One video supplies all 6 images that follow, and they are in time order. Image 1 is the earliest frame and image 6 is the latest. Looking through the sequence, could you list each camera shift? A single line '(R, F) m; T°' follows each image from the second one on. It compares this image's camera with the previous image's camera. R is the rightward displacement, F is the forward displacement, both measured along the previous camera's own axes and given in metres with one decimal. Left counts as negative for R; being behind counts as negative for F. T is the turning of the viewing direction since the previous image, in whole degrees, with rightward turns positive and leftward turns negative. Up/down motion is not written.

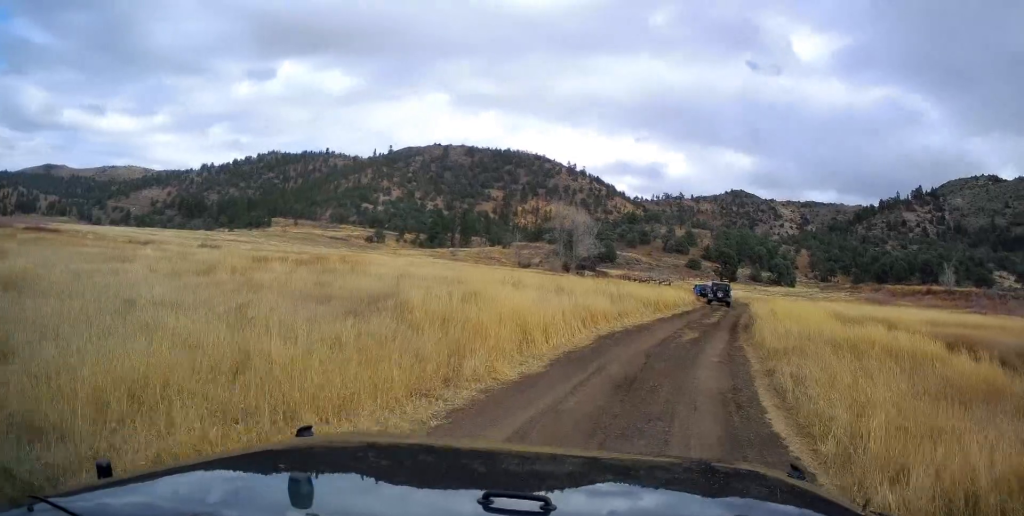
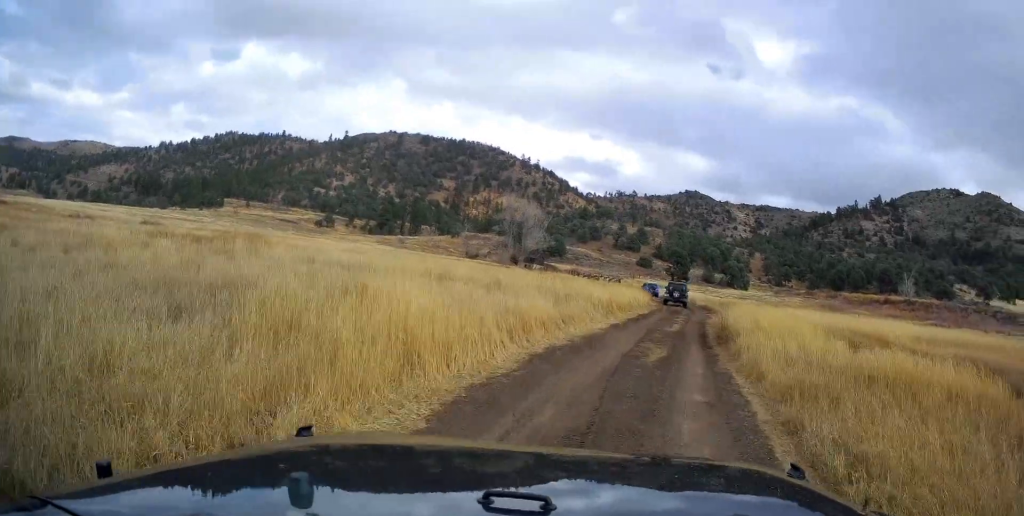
(+0.6, +4.0) m; +3°
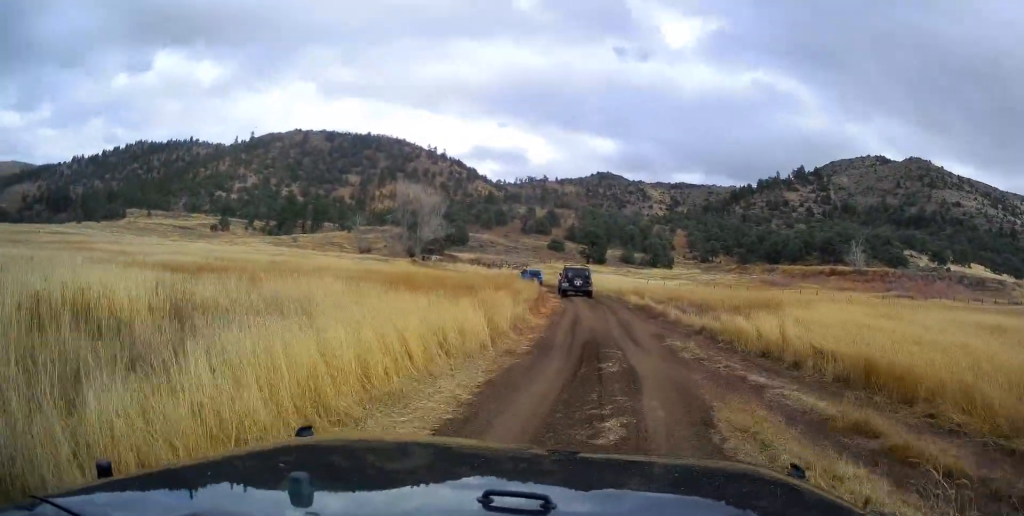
(+2.3, +21.3) m; +7°
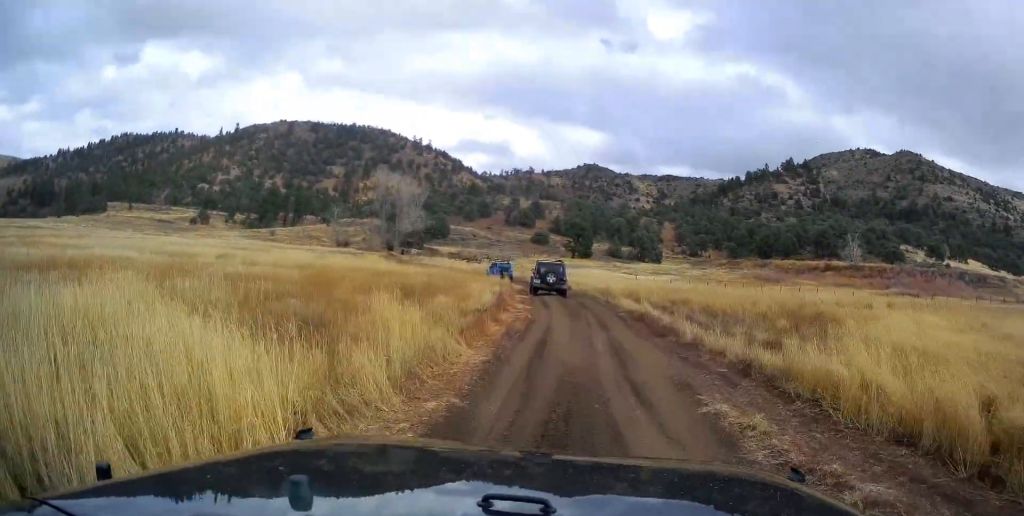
(-0.4, +7.1) m; -2°
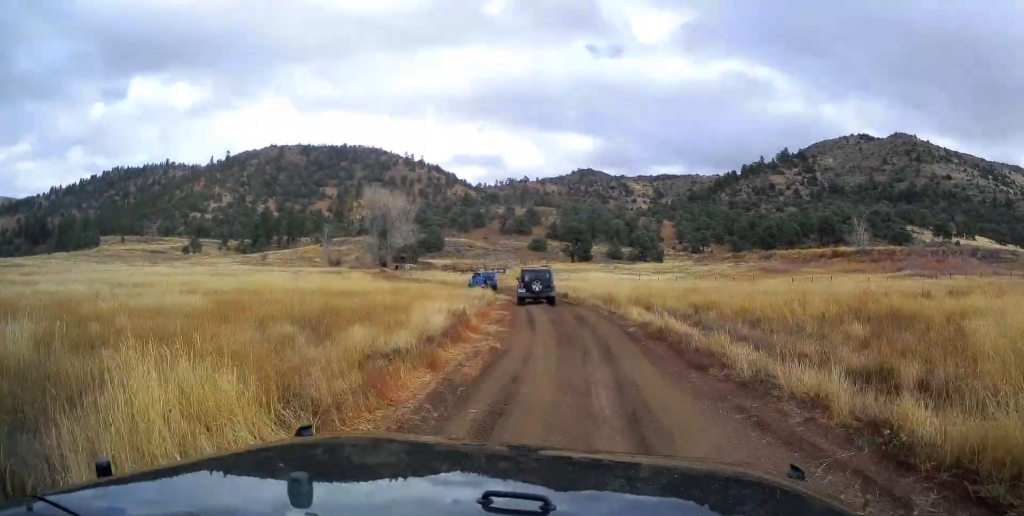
(-0.4, +6.0) m; -2°
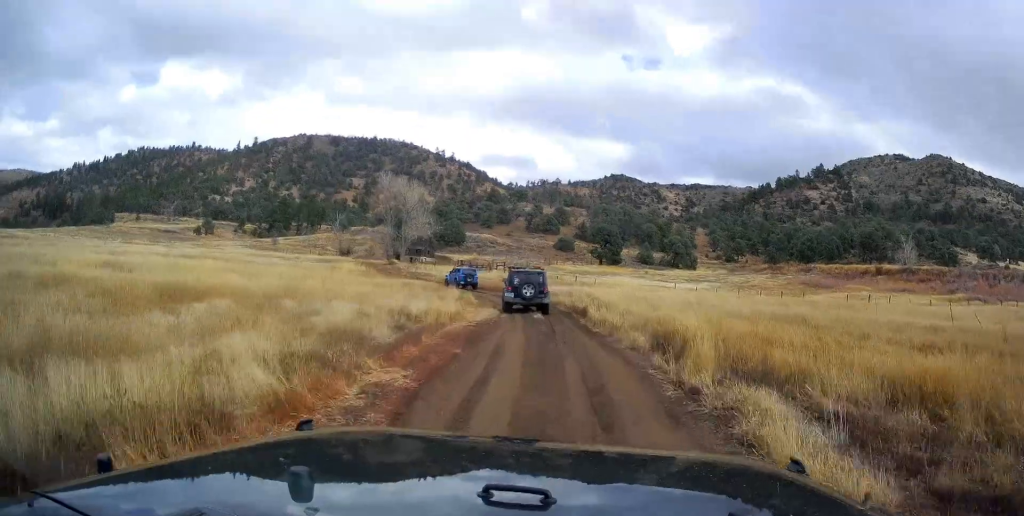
(+0.2, +12.9) m; -1°
